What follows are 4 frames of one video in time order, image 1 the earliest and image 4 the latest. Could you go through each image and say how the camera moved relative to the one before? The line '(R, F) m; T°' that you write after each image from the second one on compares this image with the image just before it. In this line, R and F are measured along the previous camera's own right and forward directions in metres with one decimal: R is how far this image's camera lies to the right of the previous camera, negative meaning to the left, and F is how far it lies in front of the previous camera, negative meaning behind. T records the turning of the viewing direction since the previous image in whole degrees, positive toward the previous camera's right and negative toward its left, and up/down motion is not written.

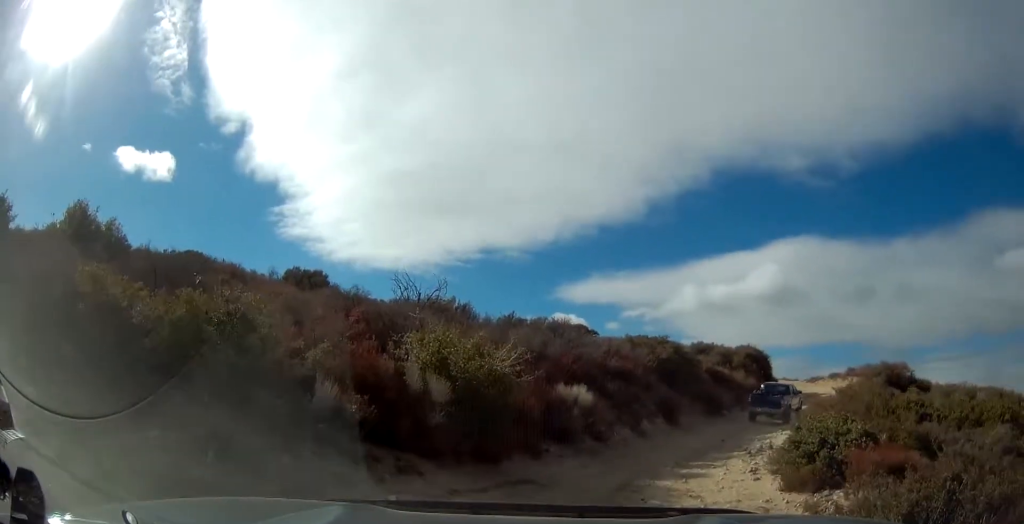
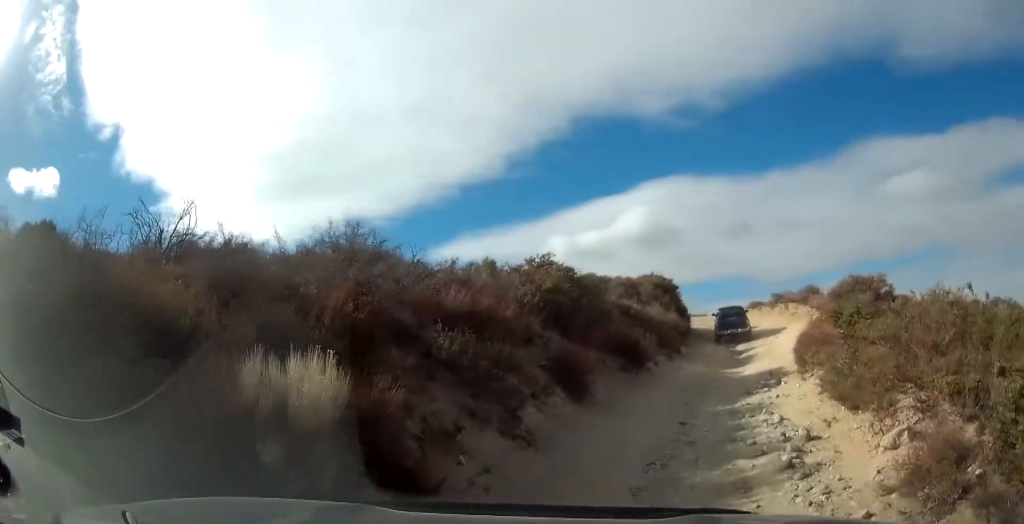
(+0.6, +8.4) m; +8°
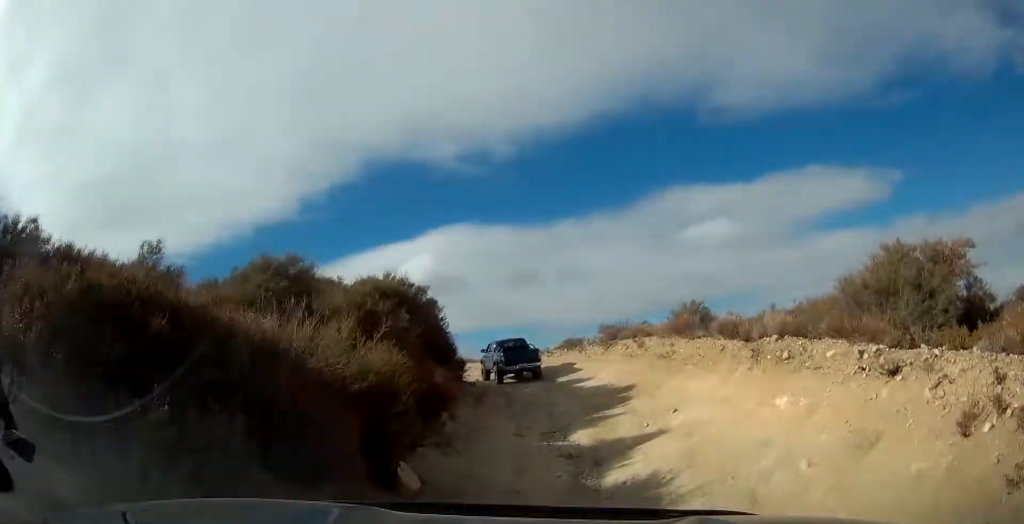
(+3.3, +15.6) m; +19°
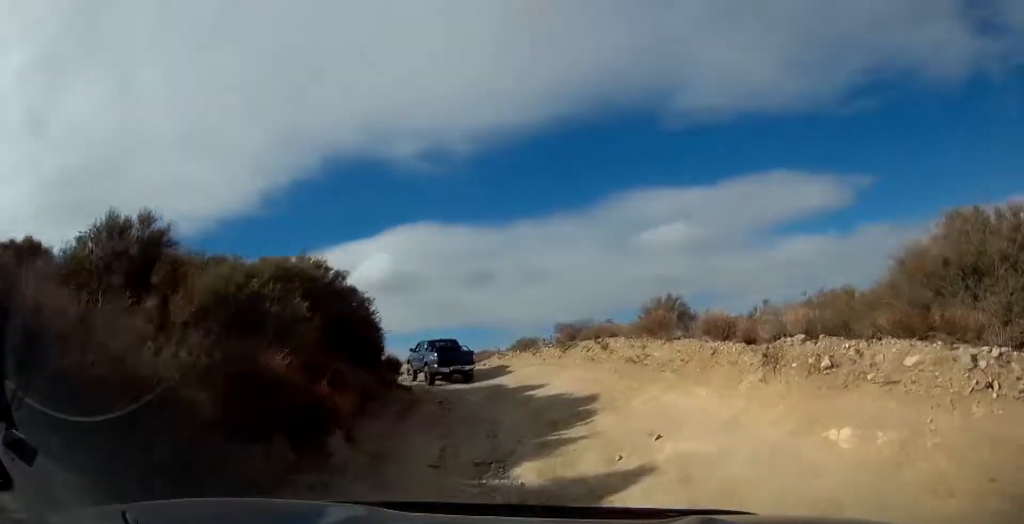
(0.0, +3.4) m; +2°
